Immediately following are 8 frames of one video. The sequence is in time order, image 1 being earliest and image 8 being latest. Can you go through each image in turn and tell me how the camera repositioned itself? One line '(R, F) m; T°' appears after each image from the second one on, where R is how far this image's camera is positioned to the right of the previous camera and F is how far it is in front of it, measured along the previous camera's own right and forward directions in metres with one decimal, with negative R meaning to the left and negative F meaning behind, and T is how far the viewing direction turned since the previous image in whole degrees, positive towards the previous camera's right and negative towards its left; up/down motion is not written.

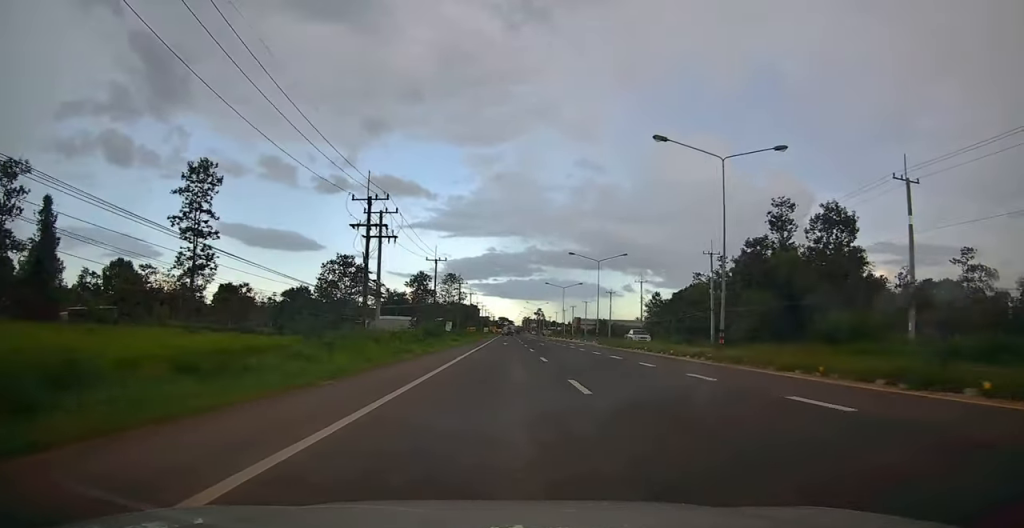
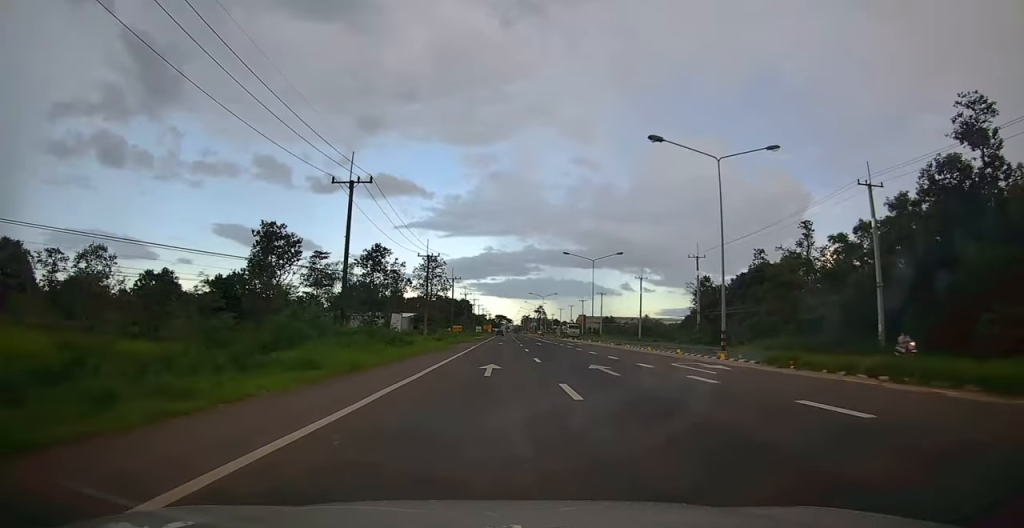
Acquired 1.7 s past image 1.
(+0.3, +37.0) m; 0°
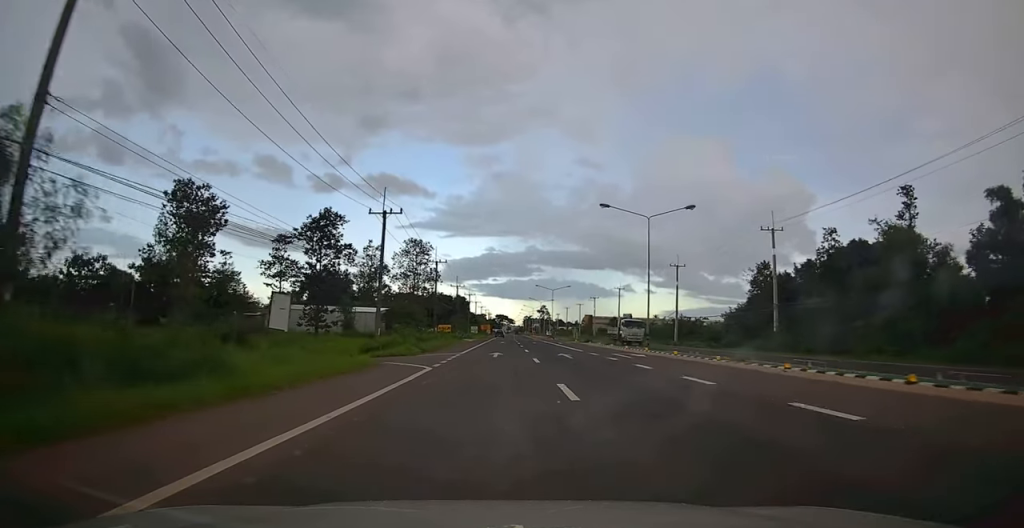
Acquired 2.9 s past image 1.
(0.0, +23.7) m; 0°
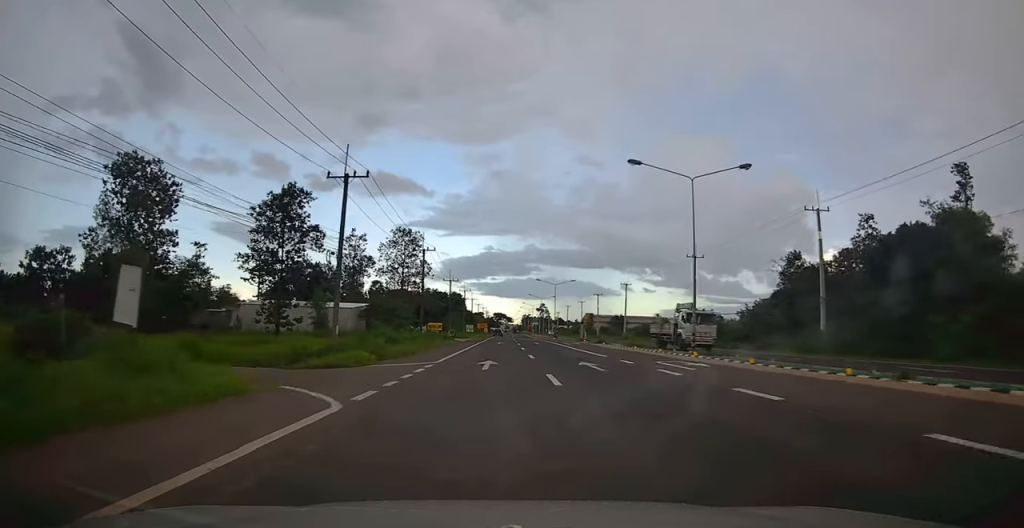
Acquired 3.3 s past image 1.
(+0.3, +9.6) m; 0°
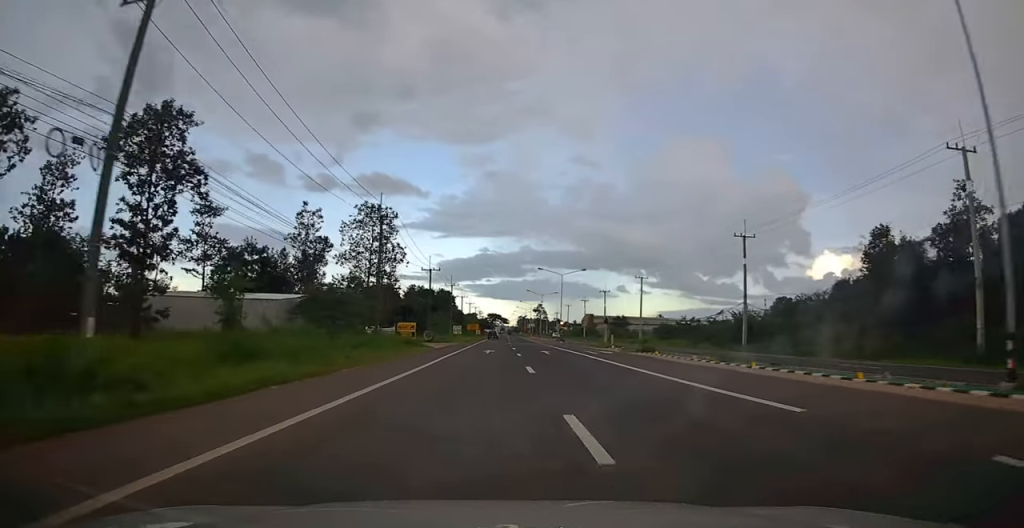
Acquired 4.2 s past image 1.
(-0.6, +19.0) m; 0°
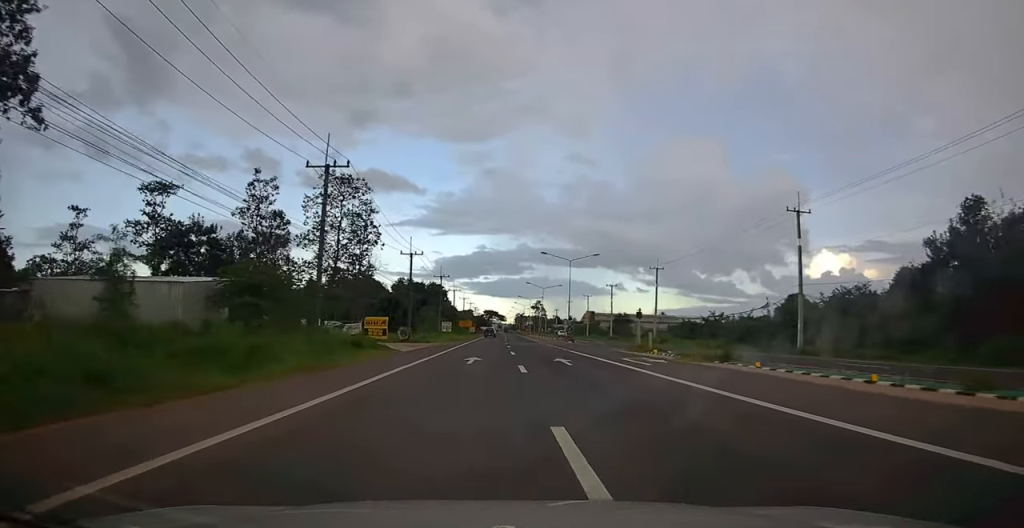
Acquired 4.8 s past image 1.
(+0.4, +13.0) m; +1°
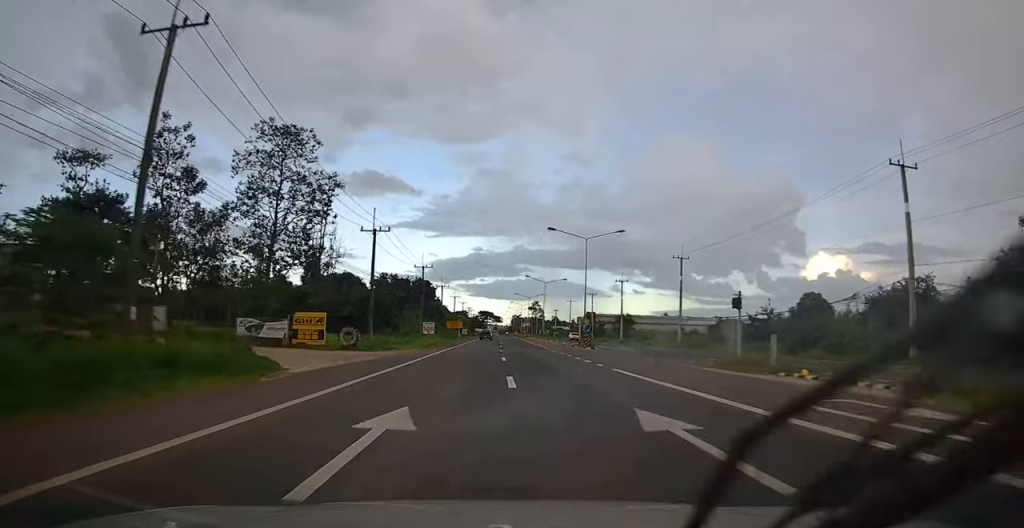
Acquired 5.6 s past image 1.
(+0.3, +15.9) m; +1°
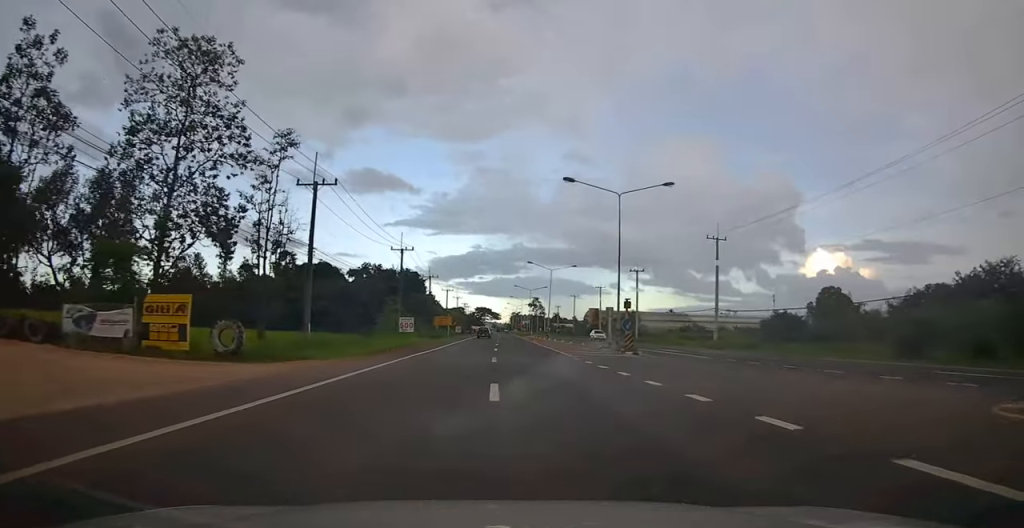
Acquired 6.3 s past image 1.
(0.0, +14.8) m; 0°
